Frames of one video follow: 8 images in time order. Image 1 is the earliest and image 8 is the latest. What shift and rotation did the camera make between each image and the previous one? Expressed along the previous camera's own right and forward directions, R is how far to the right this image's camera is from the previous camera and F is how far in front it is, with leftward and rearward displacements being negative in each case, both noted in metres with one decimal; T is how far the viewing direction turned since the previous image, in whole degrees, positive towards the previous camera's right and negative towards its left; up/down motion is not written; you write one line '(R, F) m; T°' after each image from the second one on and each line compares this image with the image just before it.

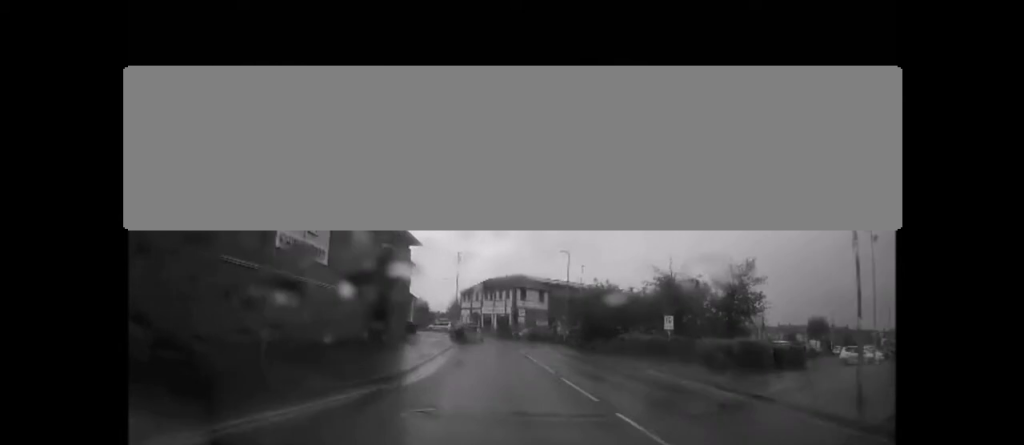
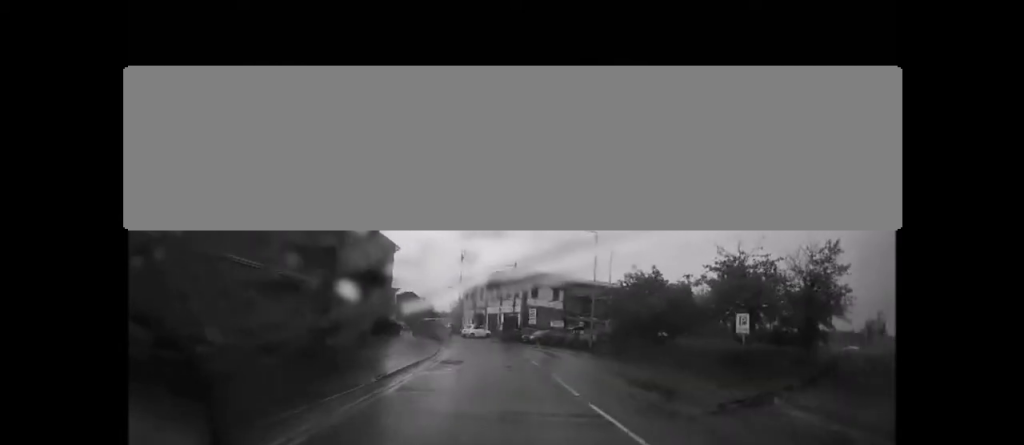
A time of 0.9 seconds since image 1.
(0.0, +10.3) m; 0°
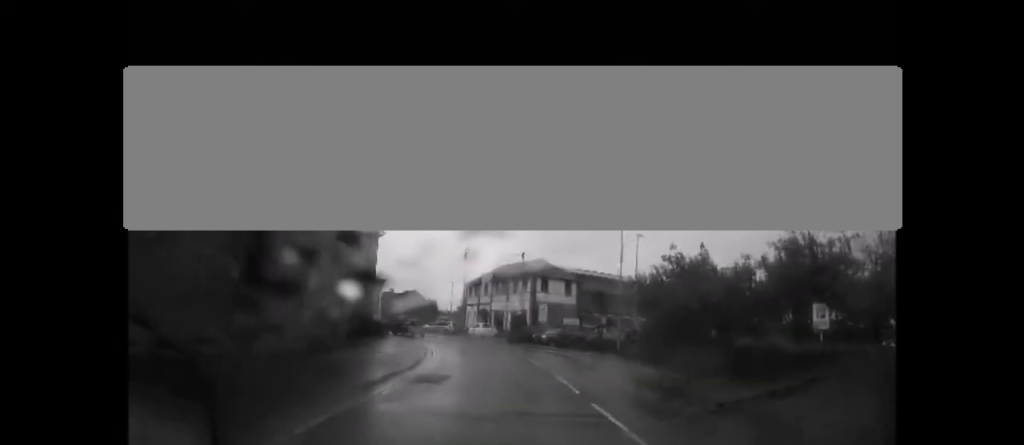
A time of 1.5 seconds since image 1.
(0.0, +6.4) m; 0°
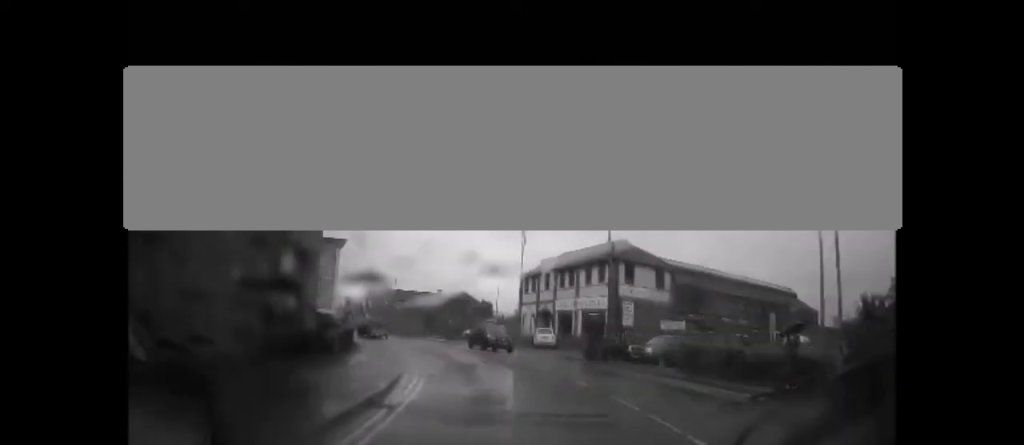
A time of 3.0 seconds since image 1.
(-1.0, +16.6) m; -8°
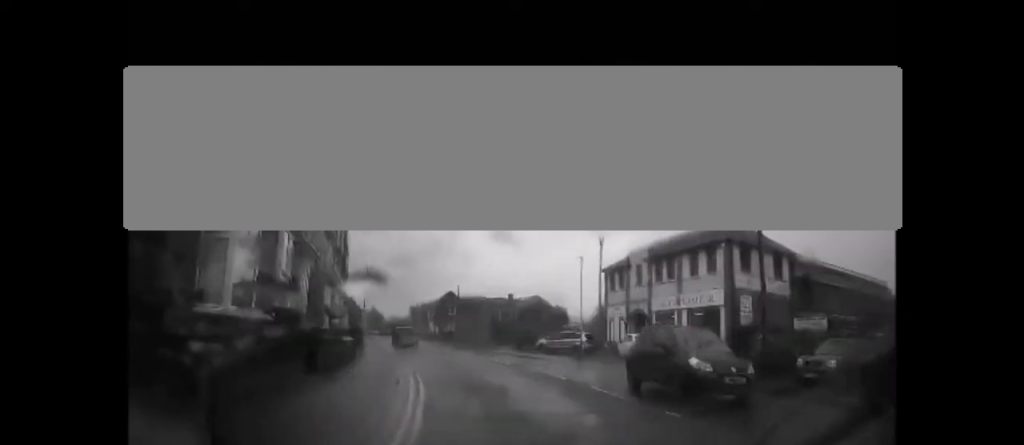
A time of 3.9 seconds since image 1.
(-0.6, +9.8) m; -8°
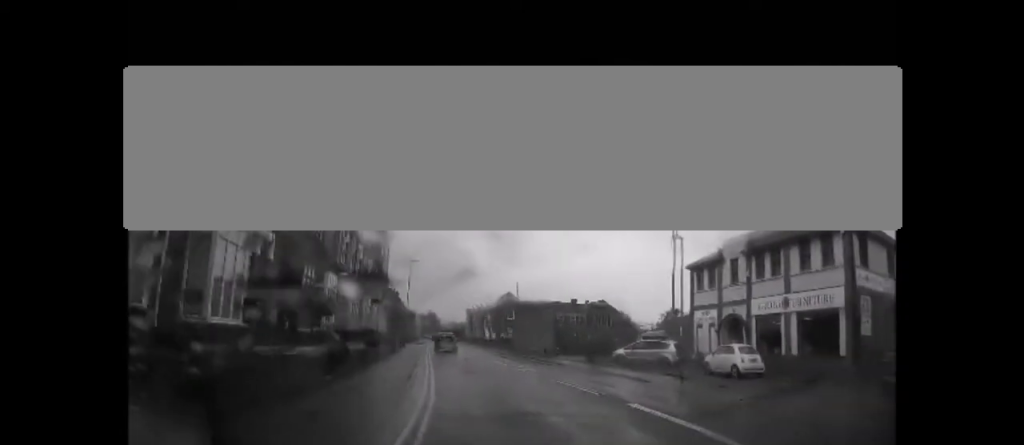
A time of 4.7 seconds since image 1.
(-0.3, +7.5) m; -7°
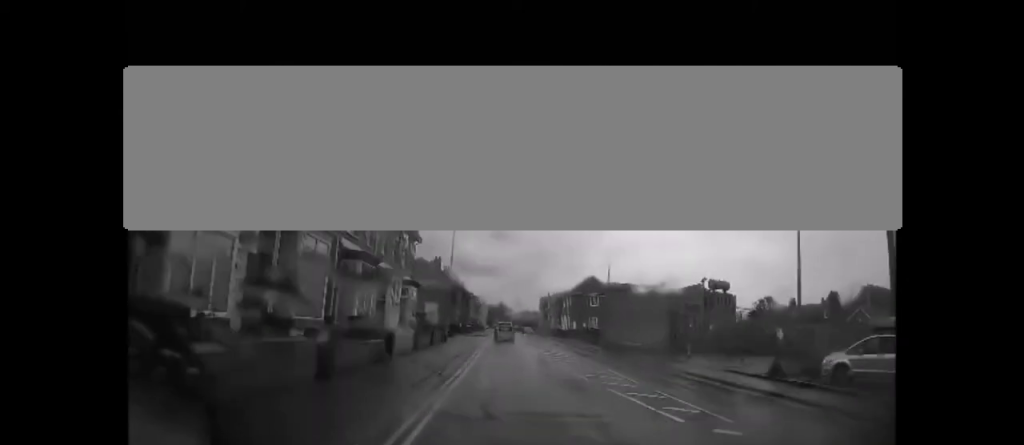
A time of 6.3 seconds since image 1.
(-1.4, +16.6) m; -6°
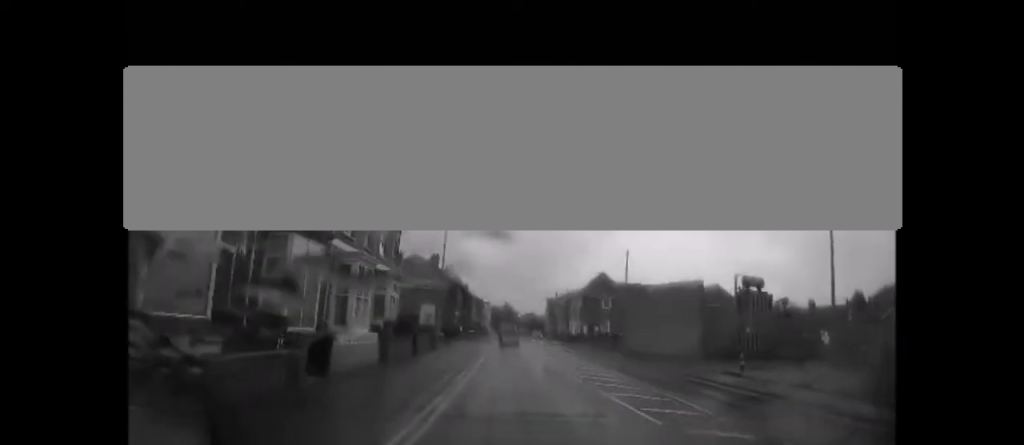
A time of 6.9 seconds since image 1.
(-0.2, +5.8) m; -2°
